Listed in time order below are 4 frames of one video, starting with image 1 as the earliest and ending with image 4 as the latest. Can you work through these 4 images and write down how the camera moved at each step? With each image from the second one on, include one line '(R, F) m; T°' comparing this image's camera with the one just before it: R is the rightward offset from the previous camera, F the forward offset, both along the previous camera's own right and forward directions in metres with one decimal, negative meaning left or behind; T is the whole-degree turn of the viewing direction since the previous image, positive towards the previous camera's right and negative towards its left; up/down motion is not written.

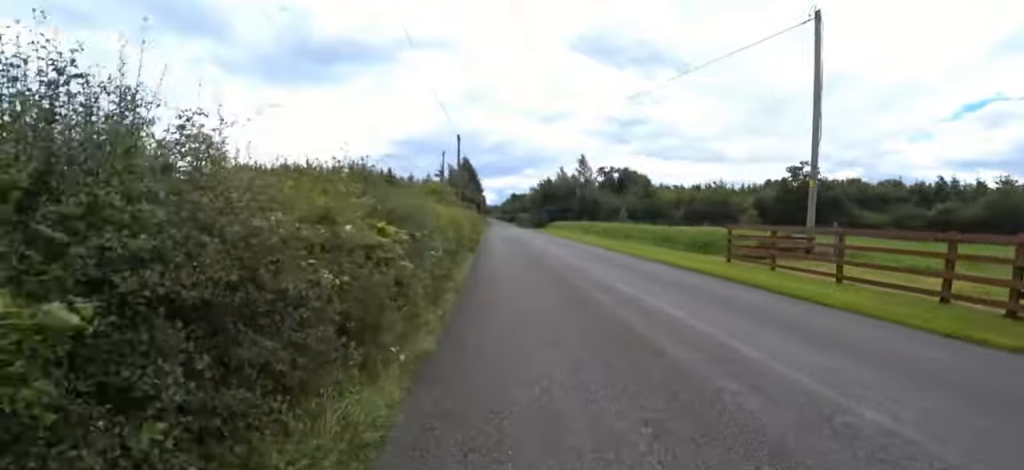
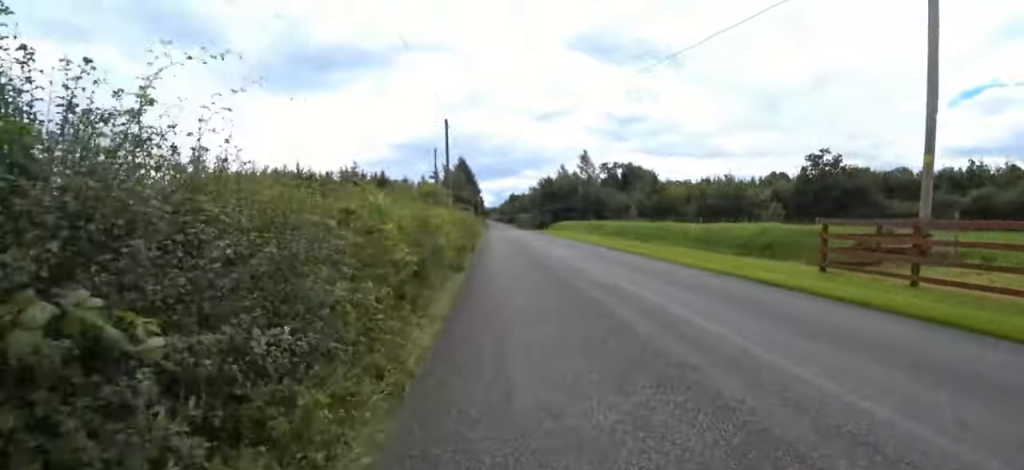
(-0.2, +4.3) m; +1°
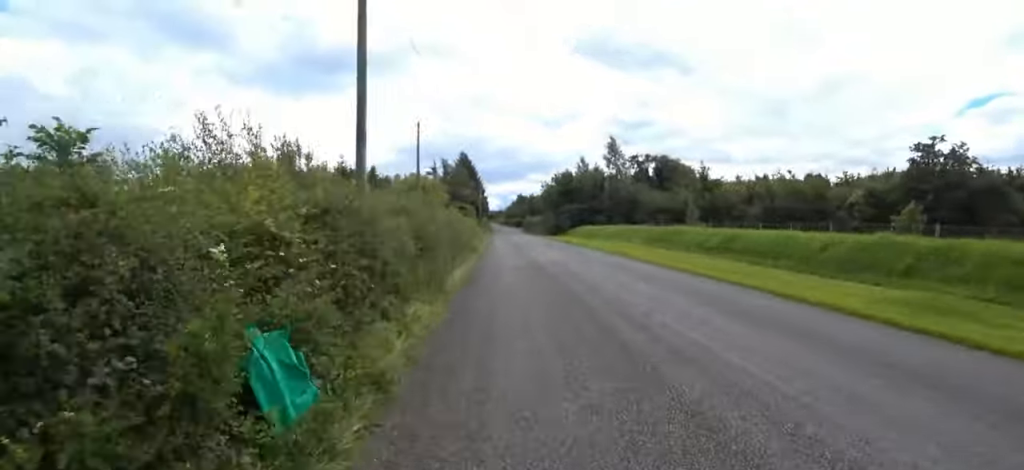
(+1.5, +13.8) m; +6°
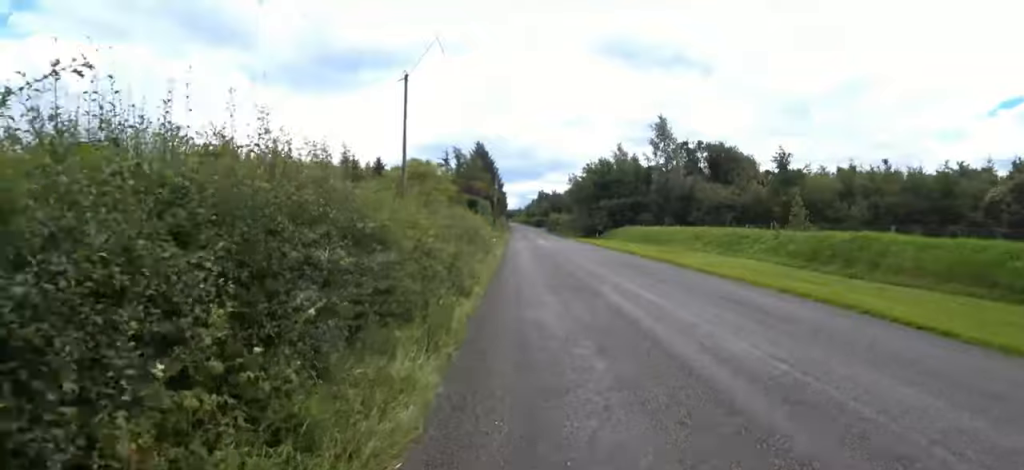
(0.0, +10.9) m; +1°
